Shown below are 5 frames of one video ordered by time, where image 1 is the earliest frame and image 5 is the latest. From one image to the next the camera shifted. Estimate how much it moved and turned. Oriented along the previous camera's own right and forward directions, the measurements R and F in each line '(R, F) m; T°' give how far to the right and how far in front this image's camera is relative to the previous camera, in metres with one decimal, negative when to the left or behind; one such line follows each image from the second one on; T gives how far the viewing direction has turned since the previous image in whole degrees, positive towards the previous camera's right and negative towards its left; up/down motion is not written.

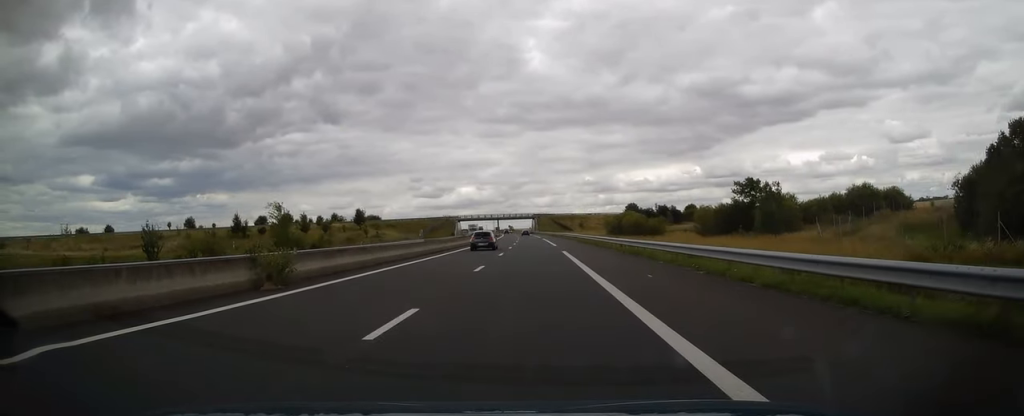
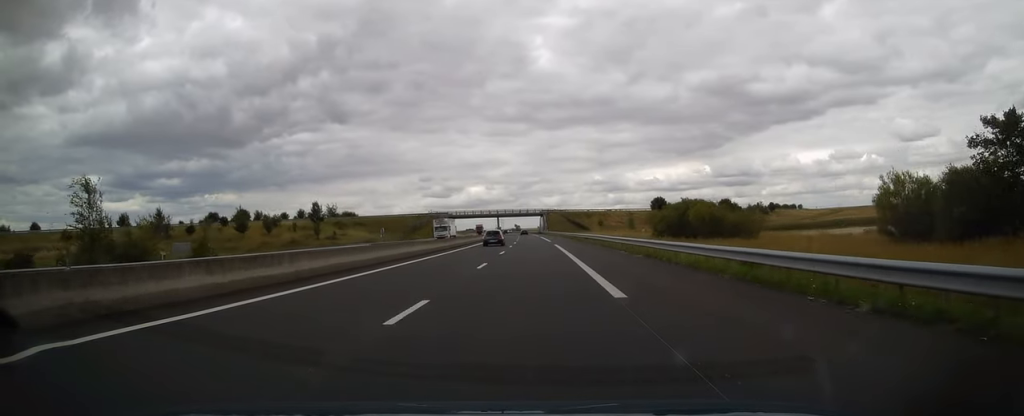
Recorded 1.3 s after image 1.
(-0.3, +37.7) m; -2°
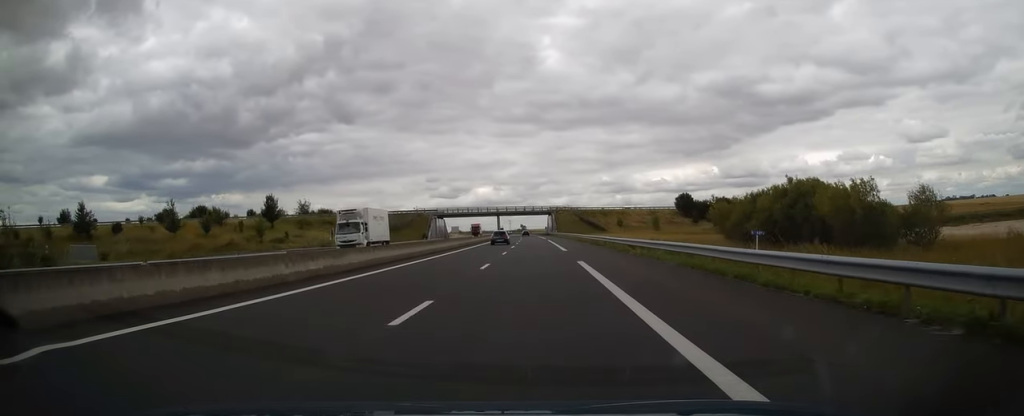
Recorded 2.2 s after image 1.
(-0.4, +25.8) m; -1°
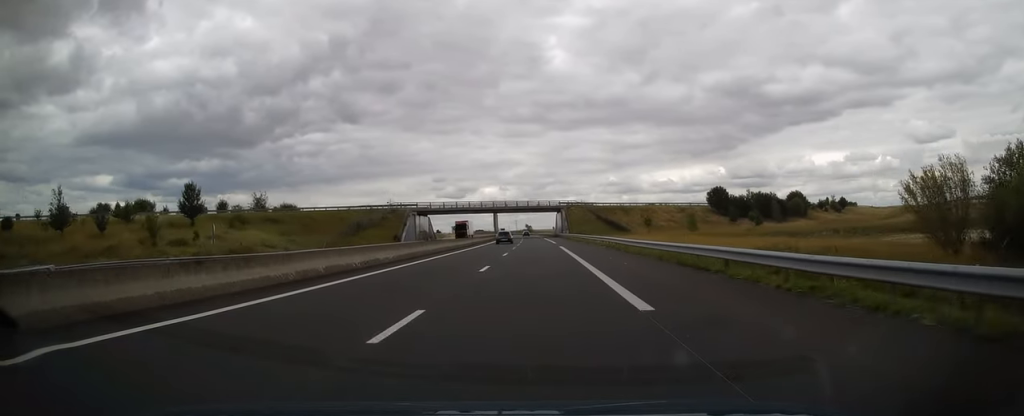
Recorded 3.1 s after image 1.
(0.0, +27.2) m; 0°
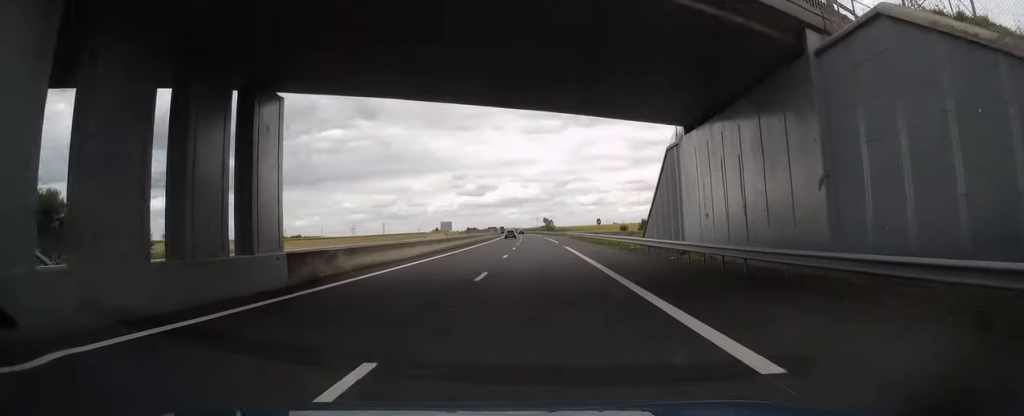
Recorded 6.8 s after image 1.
(-2.2, +107.5) m; -2°
